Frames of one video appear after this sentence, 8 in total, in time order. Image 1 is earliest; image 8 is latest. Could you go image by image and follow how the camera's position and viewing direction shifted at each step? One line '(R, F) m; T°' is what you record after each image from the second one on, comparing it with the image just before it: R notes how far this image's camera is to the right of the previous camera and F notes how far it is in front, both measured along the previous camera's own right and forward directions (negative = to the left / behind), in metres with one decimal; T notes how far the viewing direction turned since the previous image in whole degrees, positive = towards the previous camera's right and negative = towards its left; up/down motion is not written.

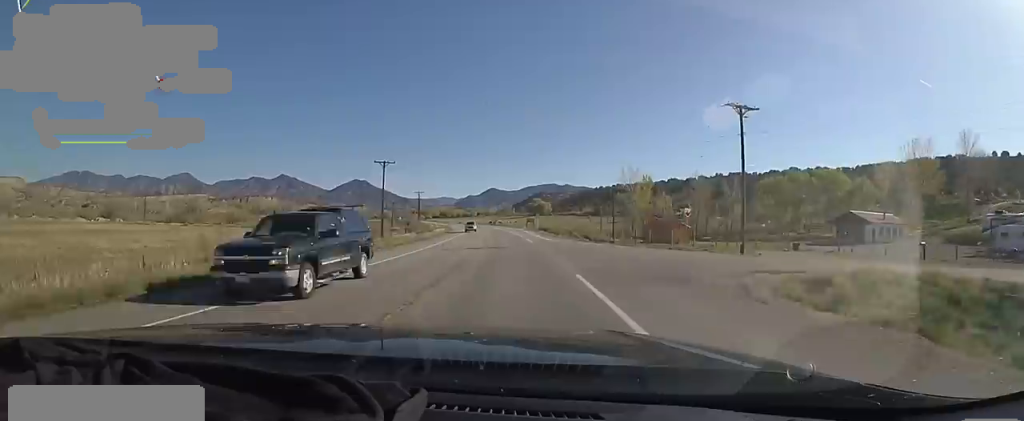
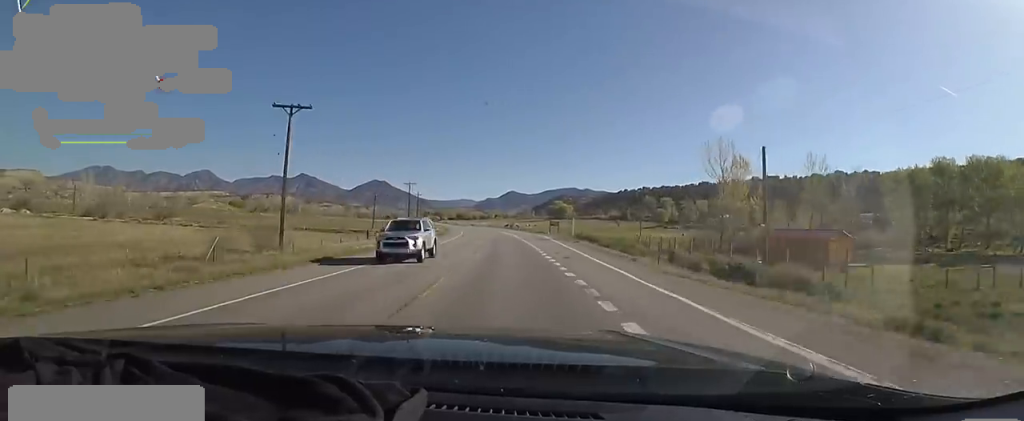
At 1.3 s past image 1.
(-1.0, +32.1) m; -4°
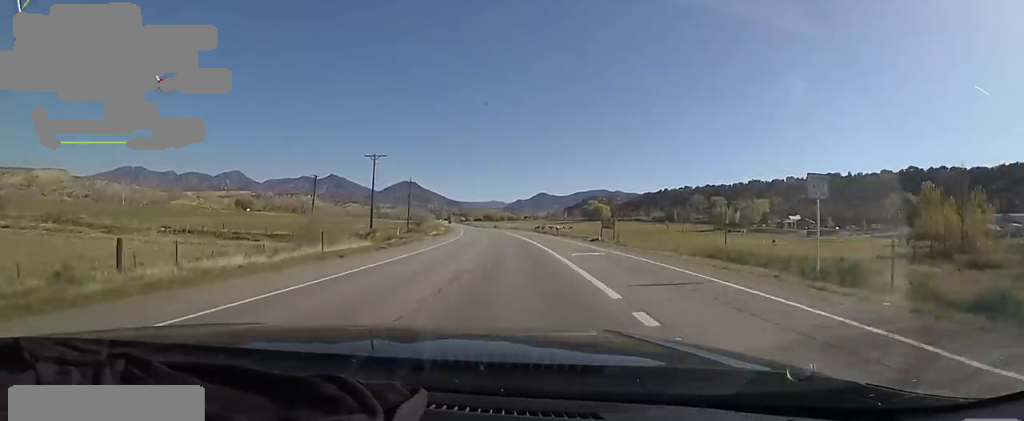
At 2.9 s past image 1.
(-2.6, +42.9) m; -5°
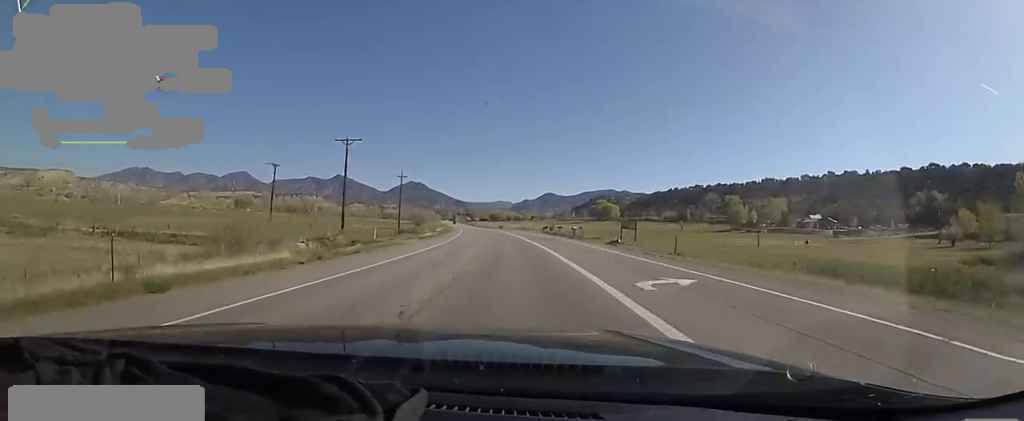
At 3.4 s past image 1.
(+0.2, +12.0) m; -1°
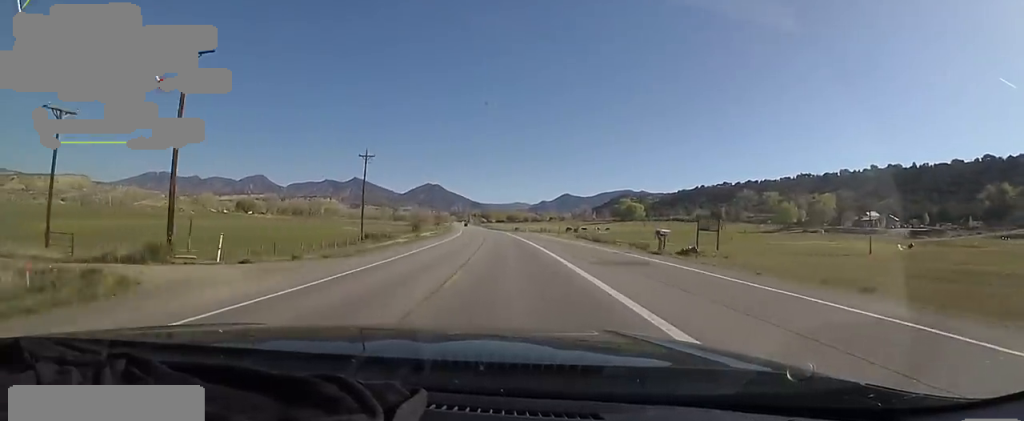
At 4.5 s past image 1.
(-0.6, +27.3) m; -3°
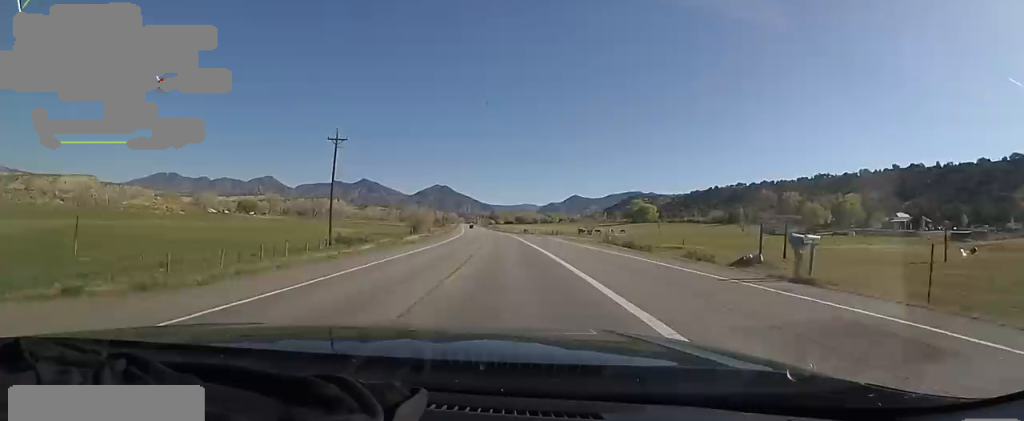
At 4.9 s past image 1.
(-0.2, +11.9) m; -1°
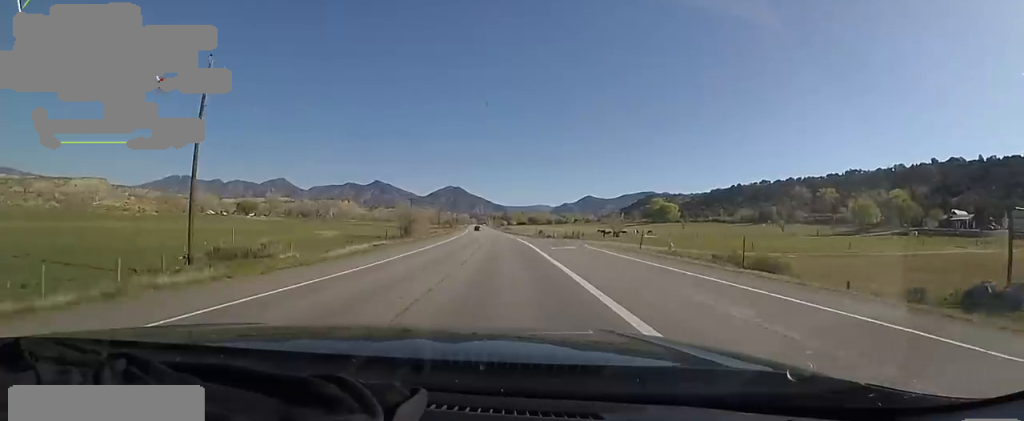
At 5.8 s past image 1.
(0.0, +21.4) m; 0°
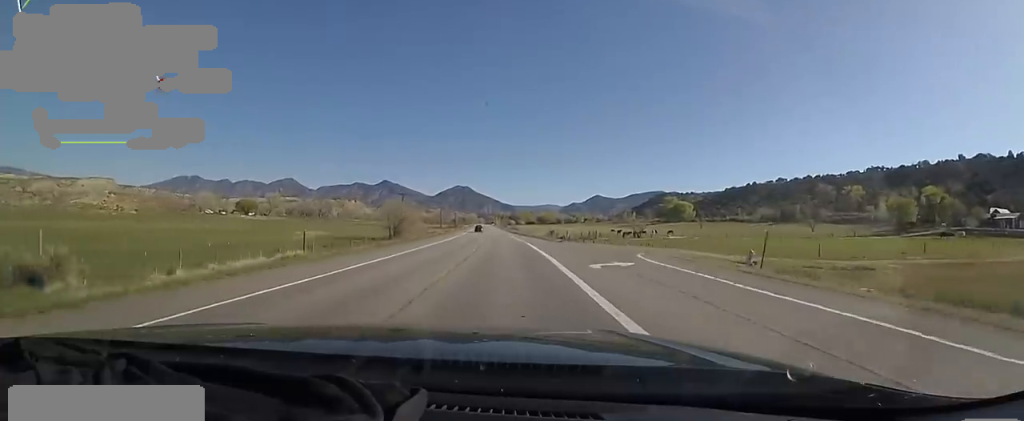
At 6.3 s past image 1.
(-0.1, +13.9) m; -1°
